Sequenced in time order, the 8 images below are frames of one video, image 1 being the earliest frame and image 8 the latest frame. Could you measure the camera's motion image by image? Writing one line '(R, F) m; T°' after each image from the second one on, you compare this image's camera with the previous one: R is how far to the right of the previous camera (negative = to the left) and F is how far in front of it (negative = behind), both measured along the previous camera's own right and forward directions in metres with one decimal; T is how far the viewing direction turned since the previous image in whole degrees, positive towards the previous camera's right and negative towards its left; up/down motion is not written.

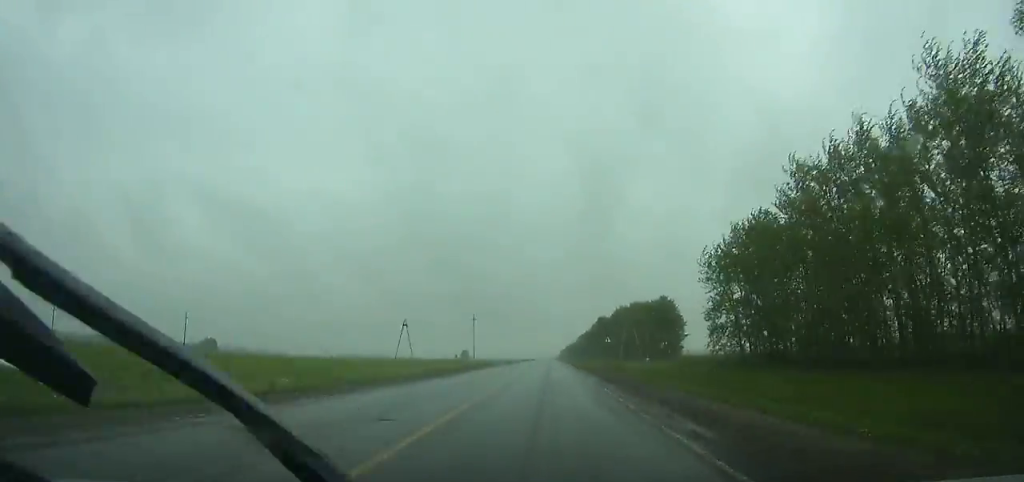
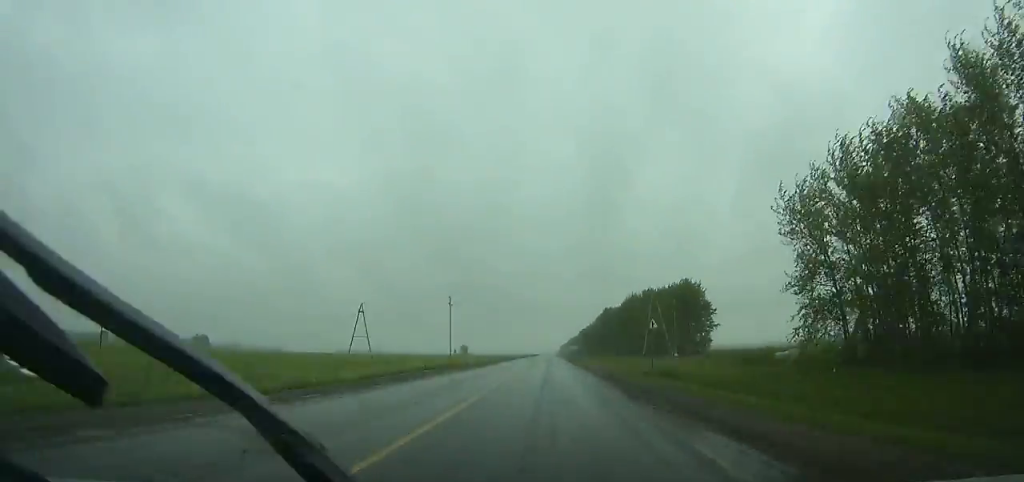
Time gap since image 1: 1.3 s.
(+0.1, +28.8) m; 0°
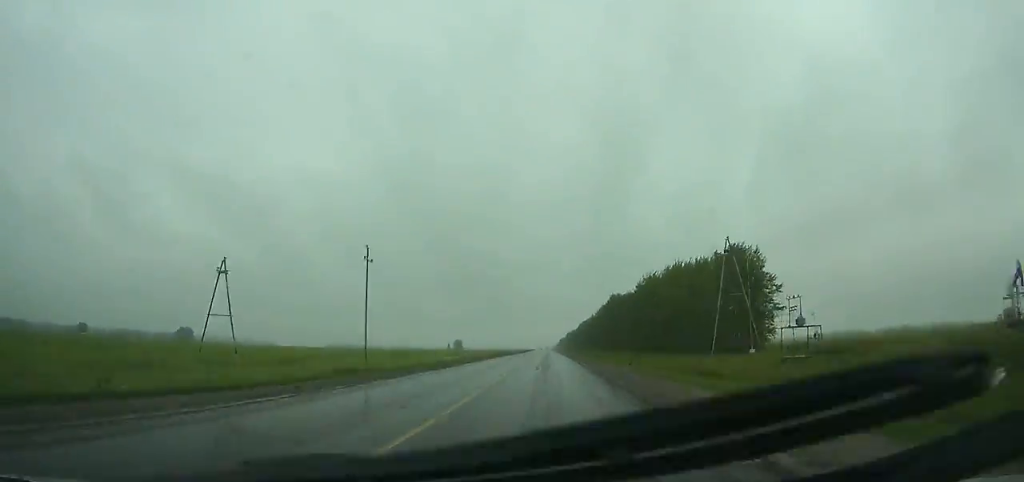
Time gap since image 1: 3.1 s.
(-0.1, +40.2) m; 0°
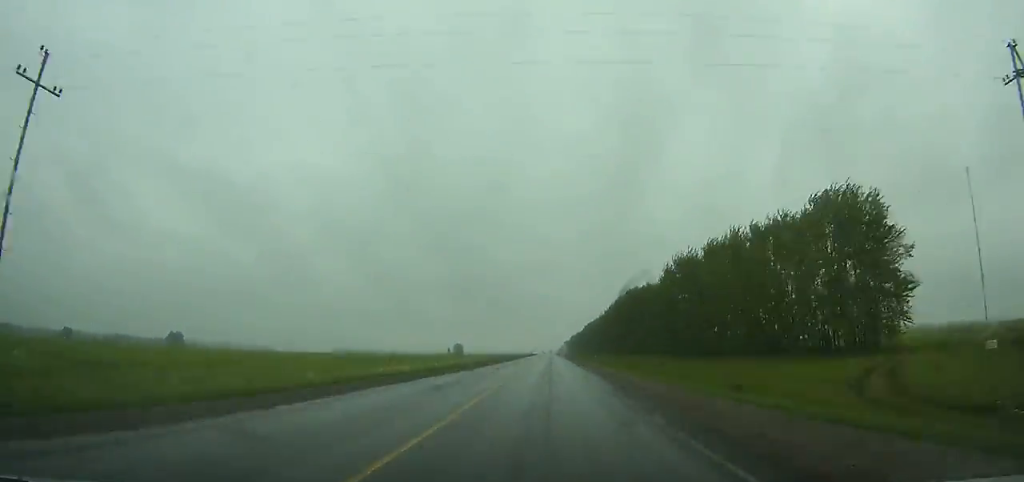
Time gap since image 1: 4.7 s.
(0.0, +35.9) m; 0°
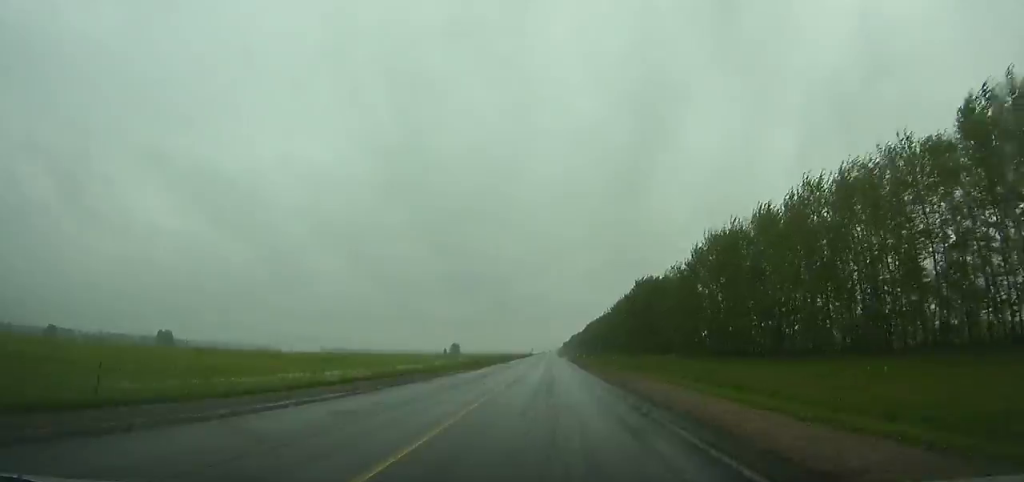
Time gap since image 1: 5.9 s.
(0.0, +27.3) m; 0°
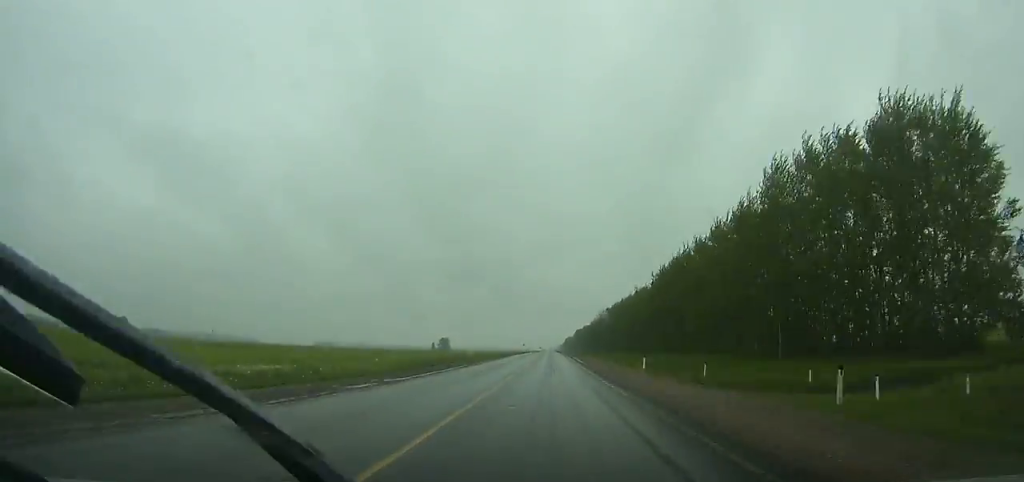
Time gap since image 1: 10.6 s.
(-0.2, +108.1) m; 0°
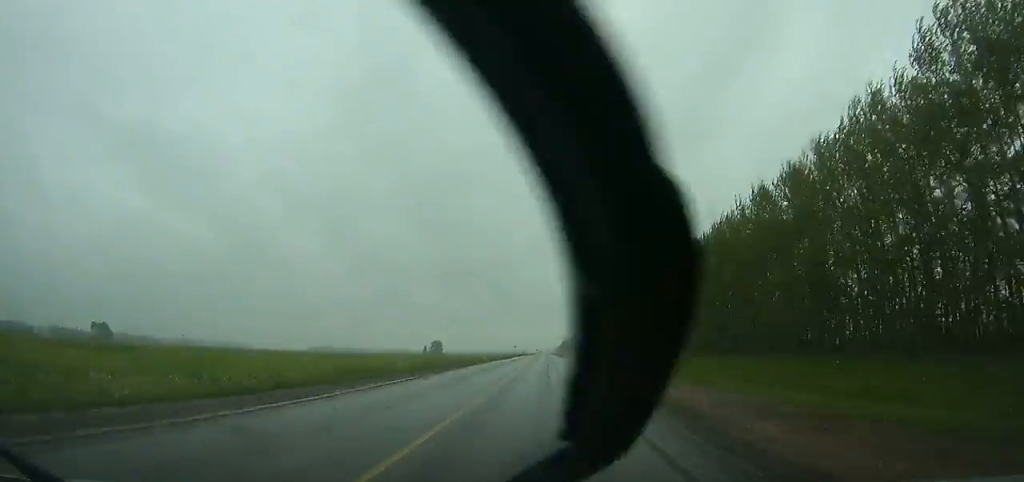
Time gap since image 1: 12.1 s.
(+0.2, +35.5) m; 0°
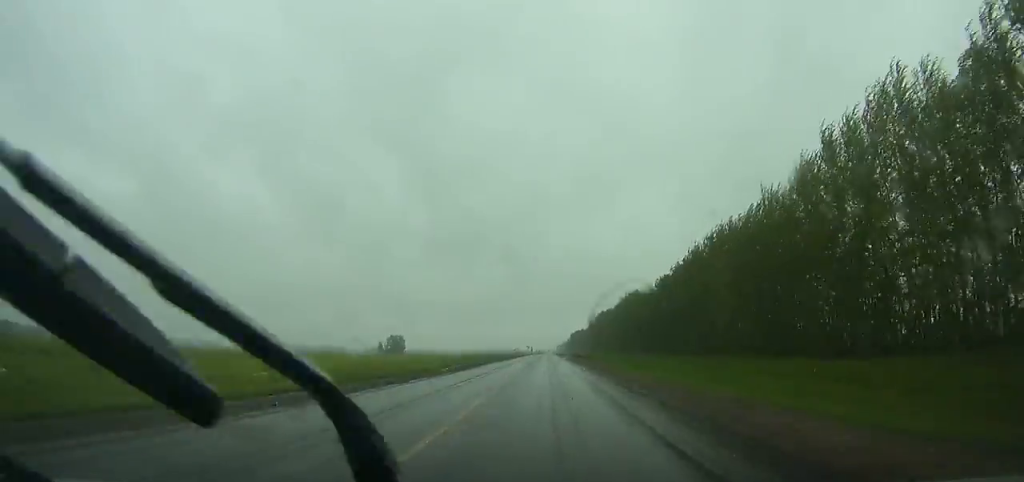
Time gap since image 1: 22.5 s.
(-0.3, +259.4) m; 0°
